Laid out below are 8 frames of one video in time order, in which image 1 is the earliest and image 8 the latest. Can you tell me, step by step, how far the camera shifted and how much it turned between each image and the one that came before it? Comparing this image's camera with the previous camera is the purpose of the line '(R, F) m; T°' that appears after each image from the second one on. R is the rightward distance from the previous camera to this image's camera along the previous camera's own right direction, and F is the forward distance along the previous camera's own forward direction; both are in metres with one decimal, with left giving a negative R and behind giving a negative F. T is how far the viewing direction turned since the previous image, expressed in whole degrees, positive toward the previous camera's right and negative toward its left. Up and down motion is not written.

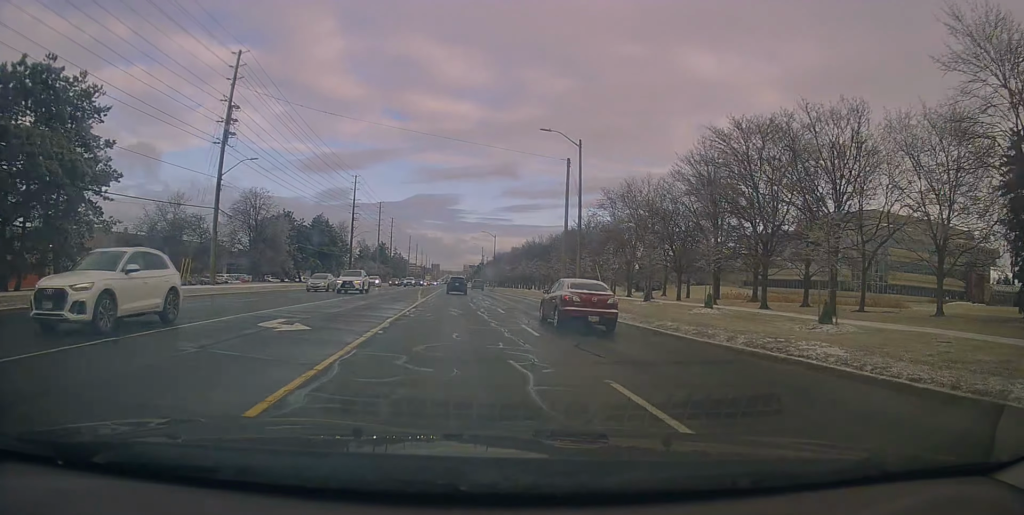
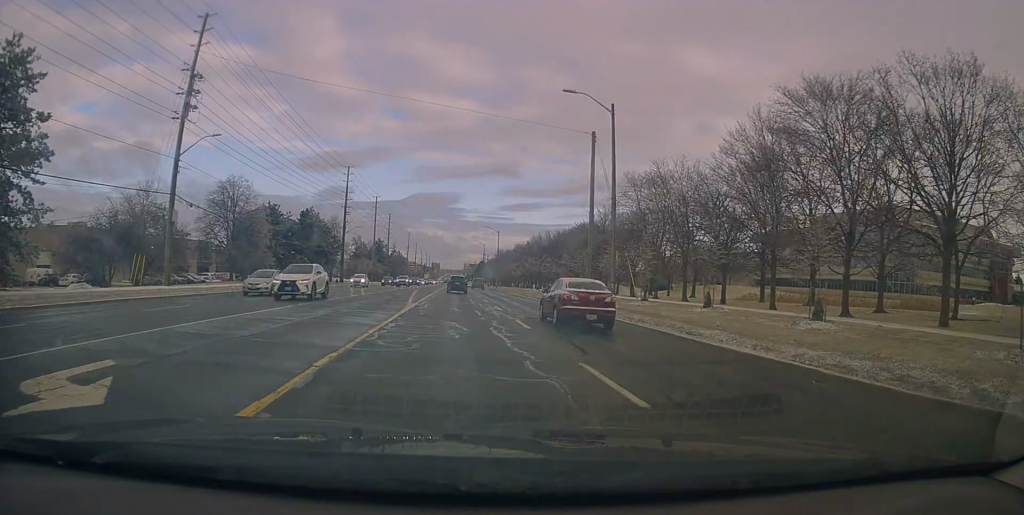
(-0.2, +7.8) m; 0°
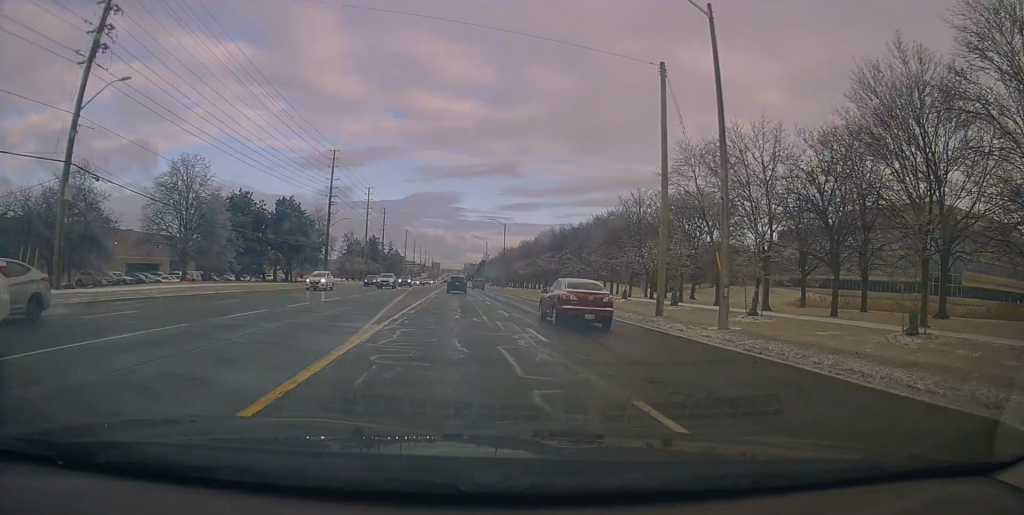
(-0.2, +12.1) m; +1°
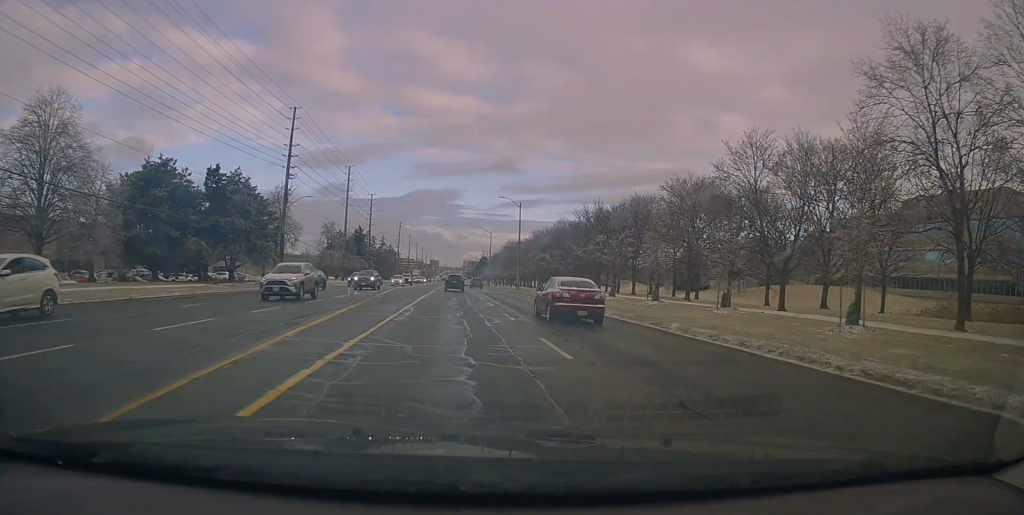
(+0.7, +21.4) m; +2°
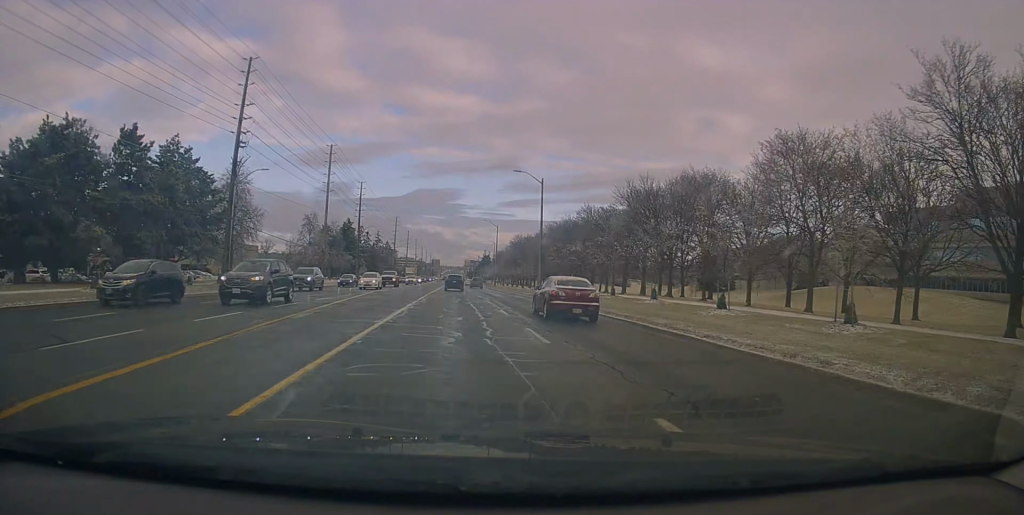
(0.0, +16.0) m; 0°
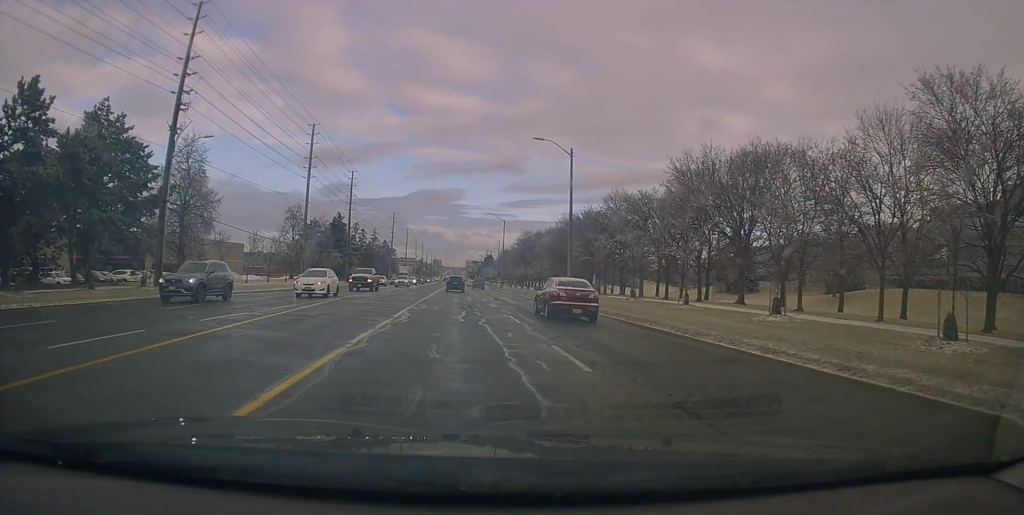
(-0.1, +11.9) m; 0°
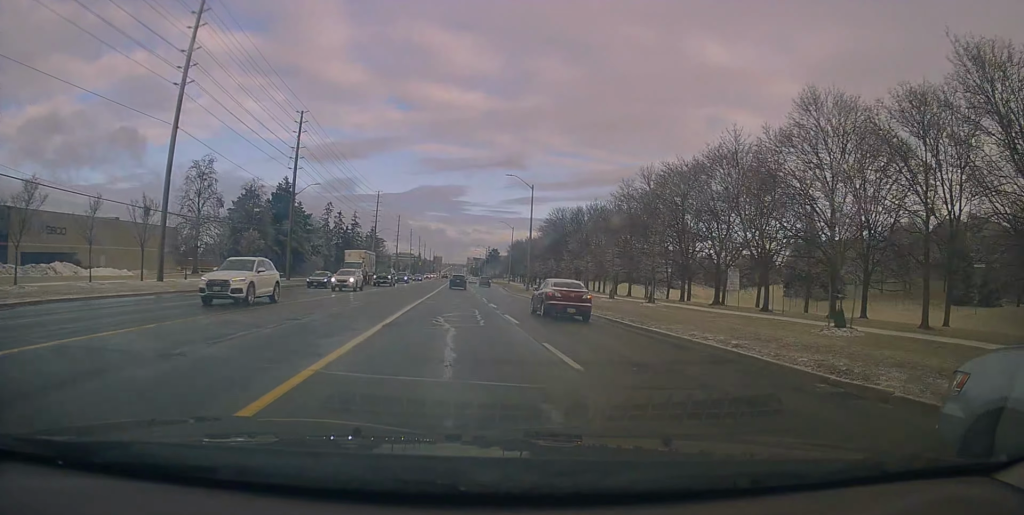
(-0.6, +35.9) m; -2°
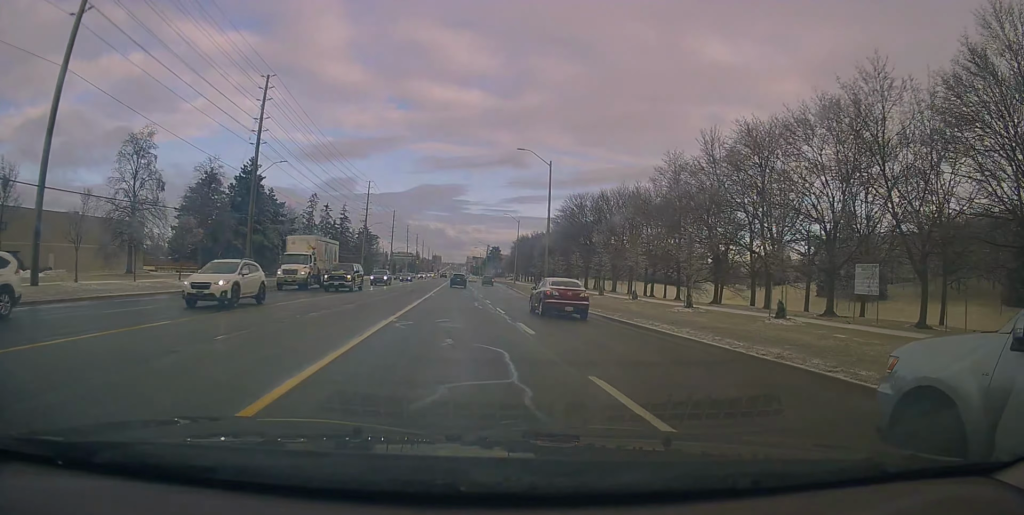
(-0.1, +13.0) m; +1°
